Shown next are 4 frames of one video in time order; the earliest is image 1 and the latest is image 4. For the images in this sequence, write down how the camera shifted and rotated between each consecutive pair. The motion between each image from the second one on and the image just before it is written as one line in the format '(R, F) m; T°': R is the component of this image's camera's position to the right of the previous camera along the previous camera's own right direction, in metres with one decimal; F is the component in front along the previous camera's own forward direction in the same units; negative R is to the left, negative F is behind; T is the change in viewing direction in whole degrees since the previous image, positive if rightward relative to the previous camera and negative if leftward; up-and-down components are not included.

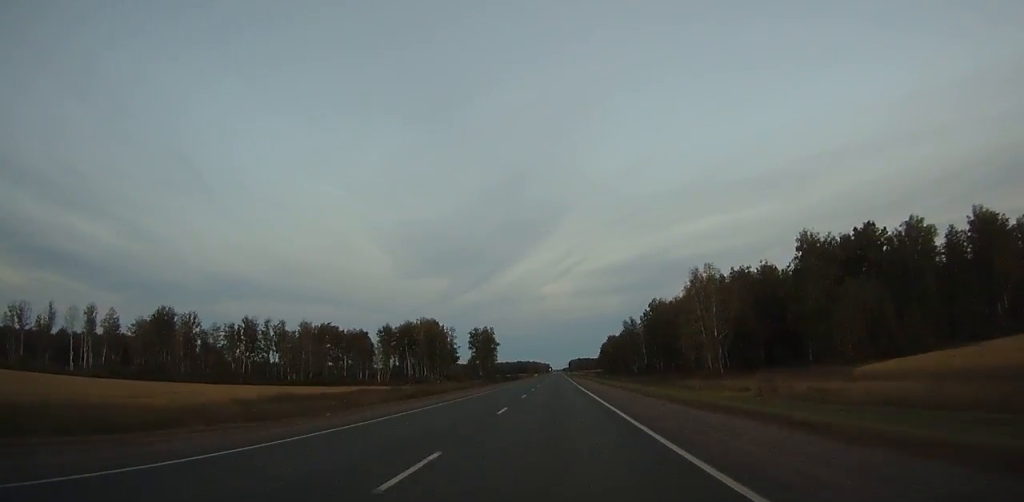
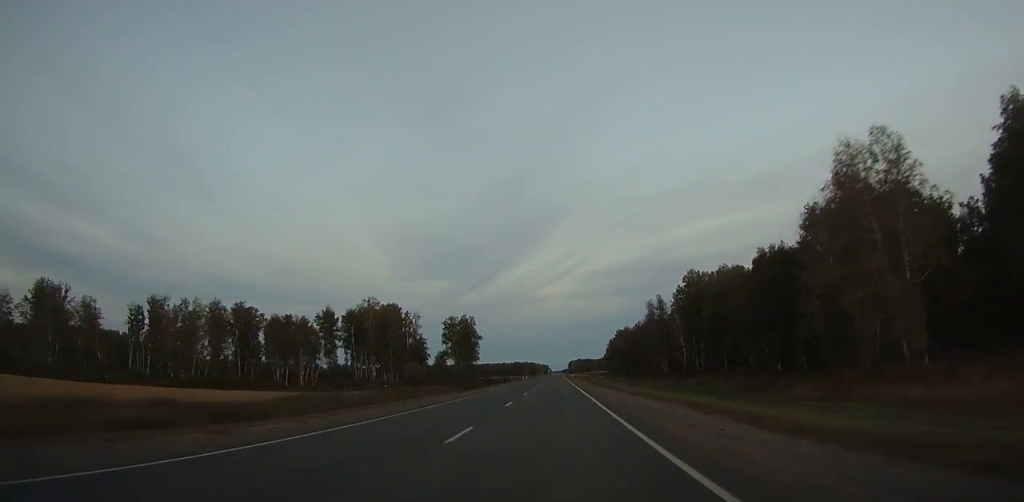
(+0.4, +56.8) m; 0°
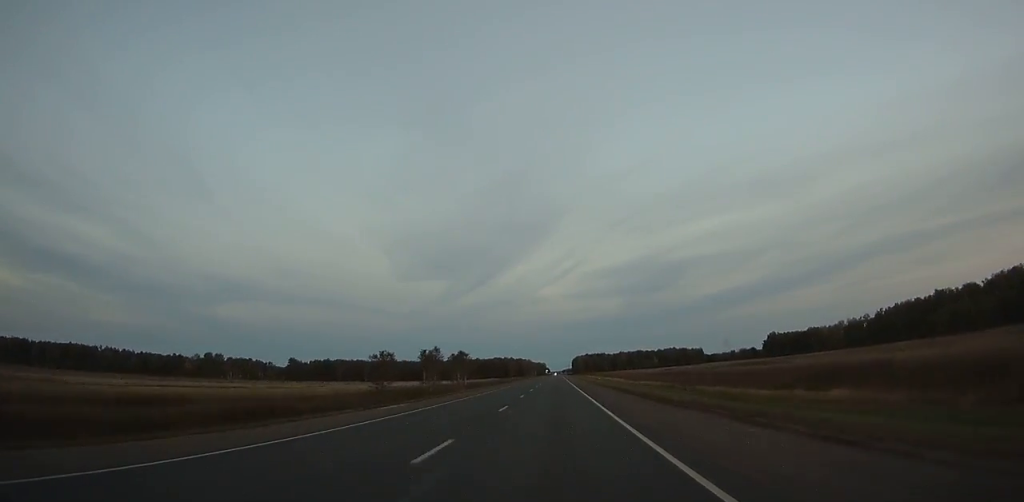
(-2.9, +338.2) m; -1°
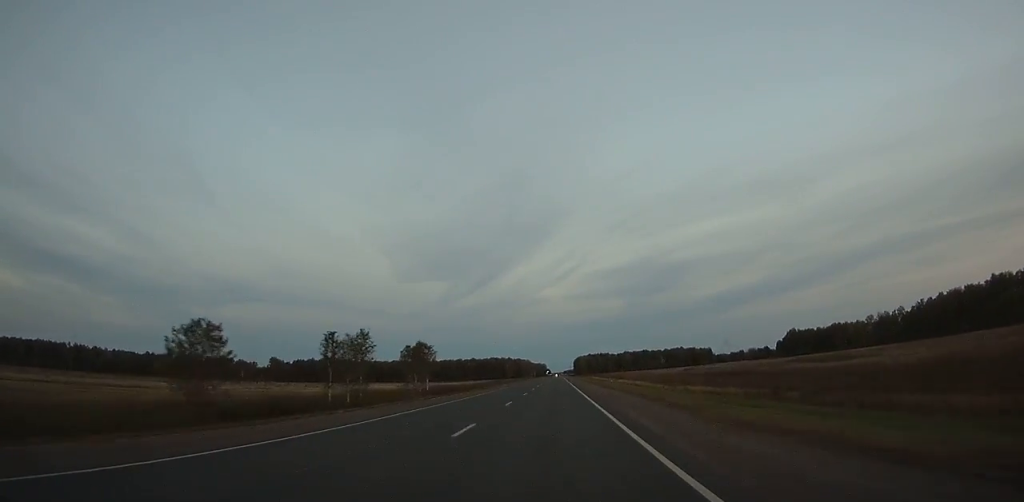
(0.0, +43.6) m; 0°
